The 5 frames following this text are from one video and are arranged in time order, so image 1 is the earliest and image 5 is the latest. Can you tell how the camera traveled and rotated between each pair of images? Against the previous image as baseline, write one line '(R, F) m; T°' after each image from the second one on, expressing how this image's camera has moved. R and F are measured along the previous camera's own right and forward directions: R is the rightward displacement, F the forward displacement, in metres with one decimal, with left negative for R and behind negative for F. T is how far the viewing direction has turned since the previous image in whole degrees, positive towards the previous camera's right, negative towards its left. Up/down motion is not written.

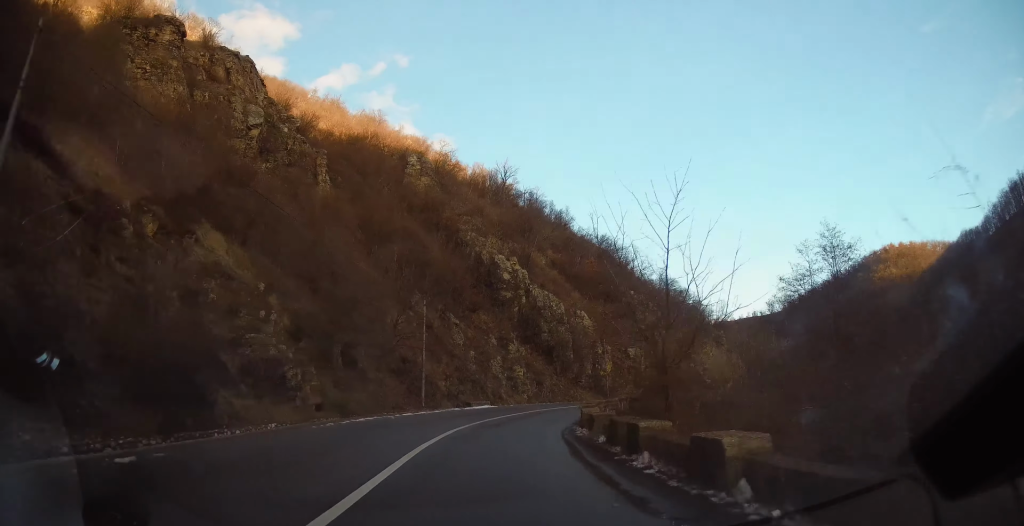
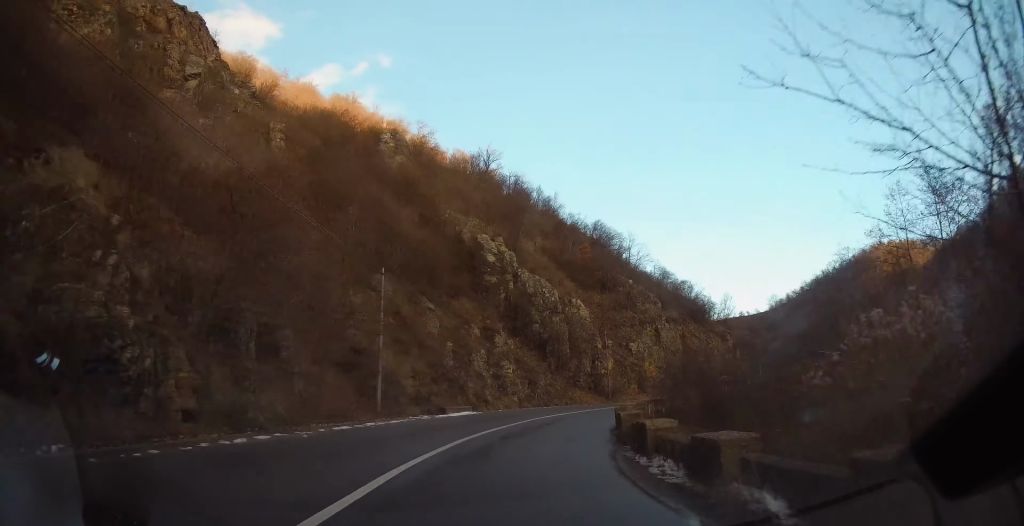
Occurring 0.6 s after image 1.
(+0.3, +9.6) m; +5°
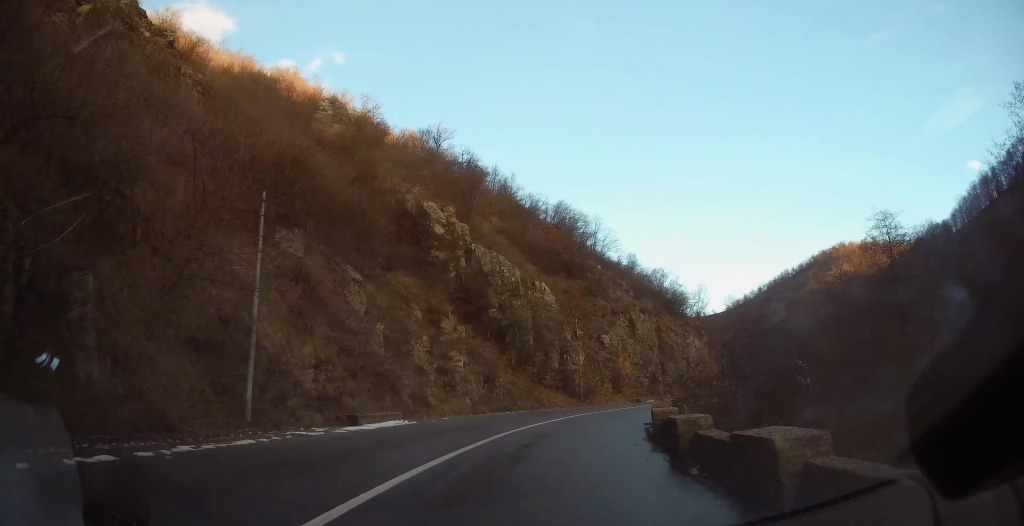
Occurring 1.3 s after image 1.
(+0.2, +10.0) m; +6°
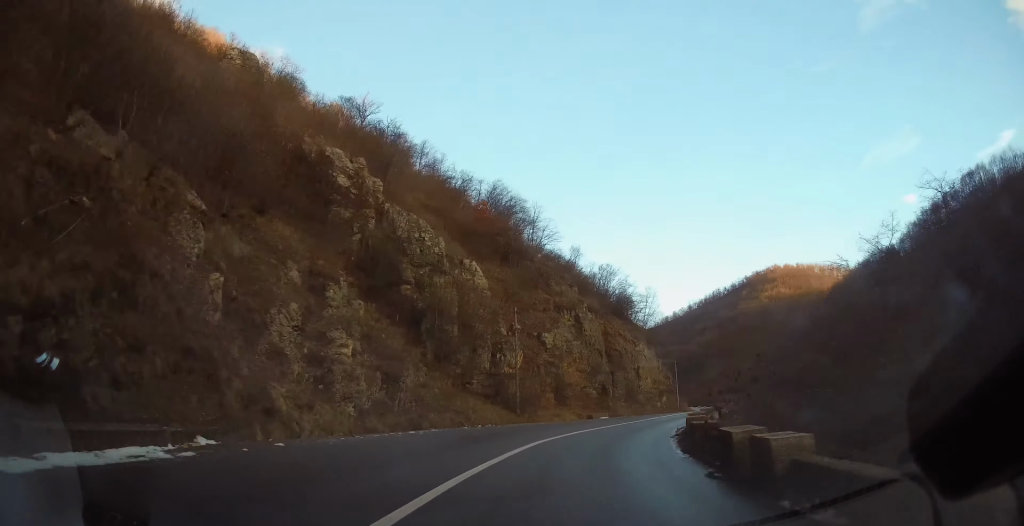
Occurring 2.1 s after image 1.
(+0.9, +11.1) m; +8°
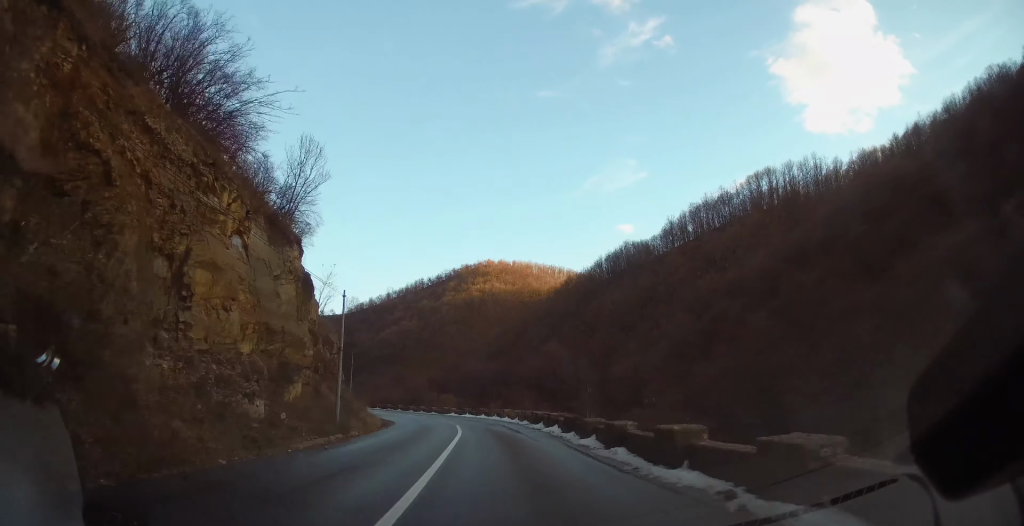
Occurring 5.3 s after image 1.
(+14.2, +44.9) m; +24°
